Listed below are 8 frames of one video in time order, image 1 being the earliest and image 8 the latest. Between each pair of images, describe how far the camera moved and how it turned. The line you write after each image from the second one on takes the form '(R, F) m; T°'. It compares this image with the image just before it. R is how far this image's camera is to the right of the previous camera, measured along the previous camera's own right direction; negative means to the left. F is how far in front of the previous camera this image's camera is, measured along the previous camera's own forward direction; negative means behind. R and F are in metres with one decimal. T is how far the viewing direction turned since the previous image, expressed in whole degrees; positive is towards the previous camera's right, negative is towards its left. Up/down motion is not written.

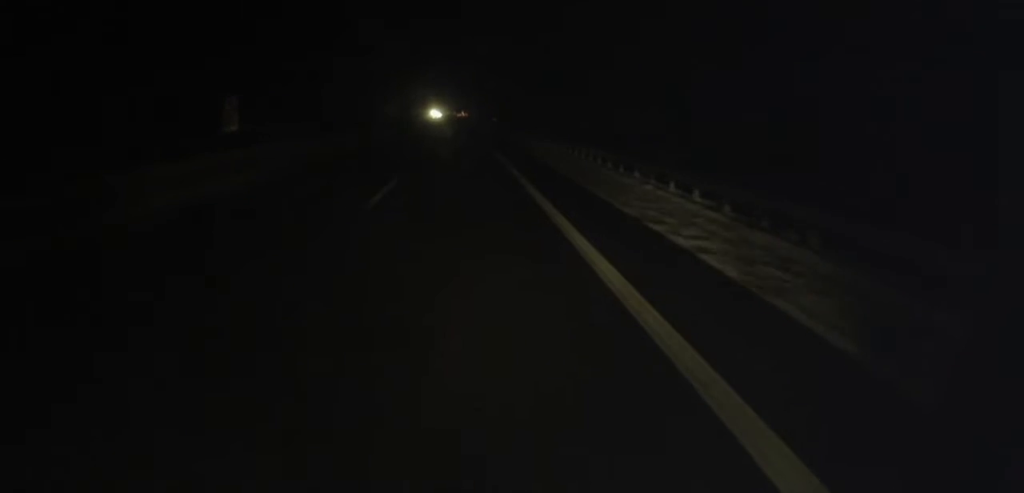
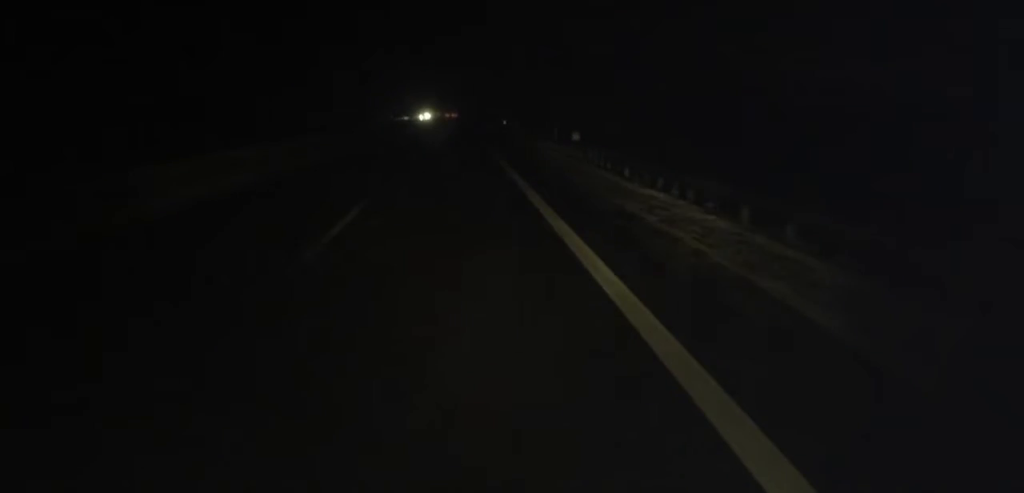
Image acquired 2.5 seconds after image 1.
(+0.4, +48.8) m; 0°
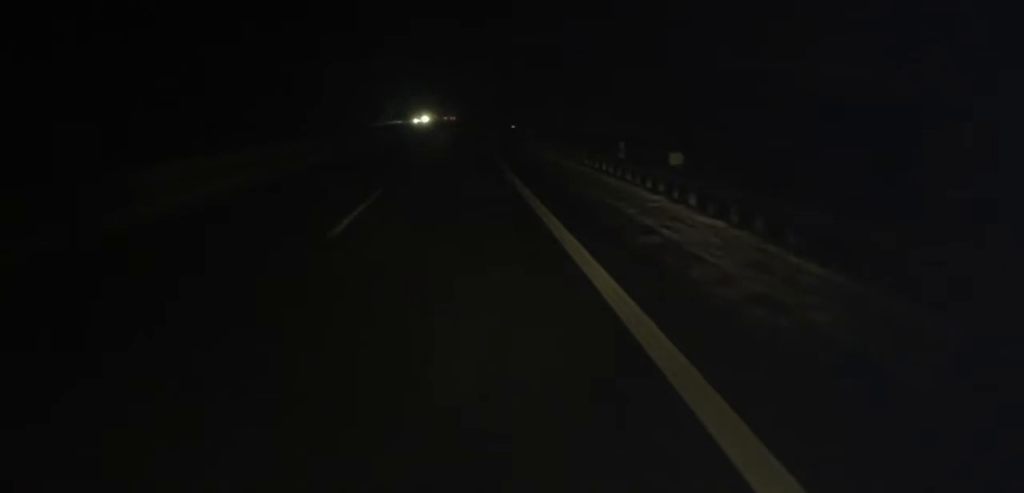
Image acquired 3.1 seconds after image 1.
(0.0, +14.3) m; 0°
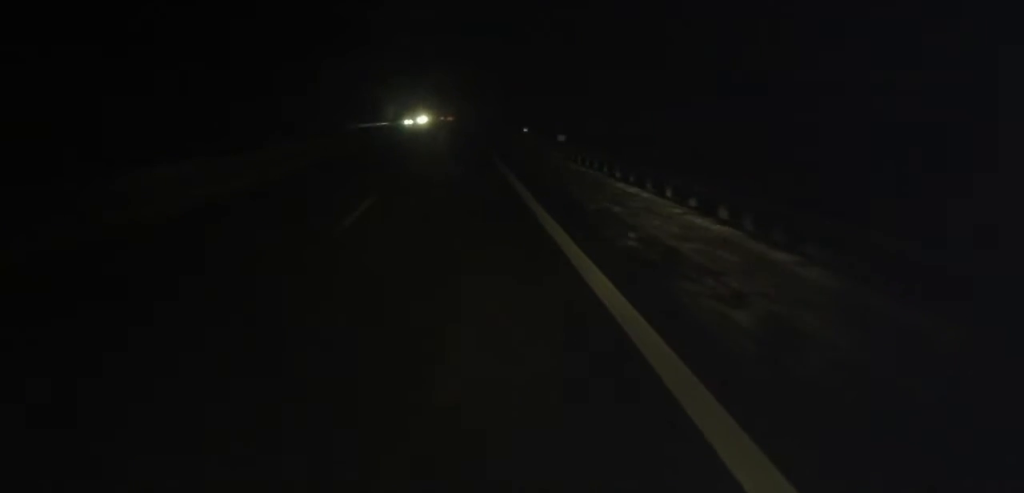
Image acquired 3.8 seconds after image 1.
(+0.1, +15.7) m; +1°
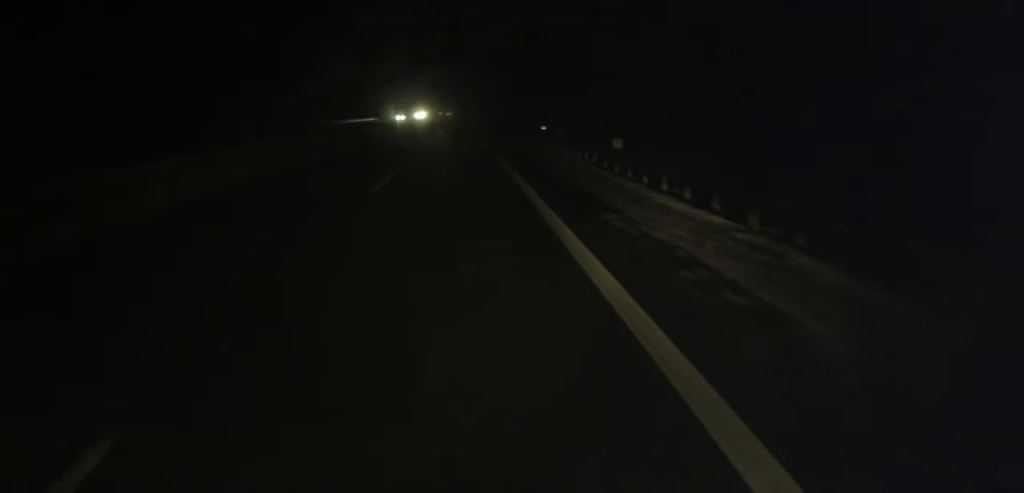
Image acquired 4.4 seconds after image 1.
(0.0, +12.9) m; +1°
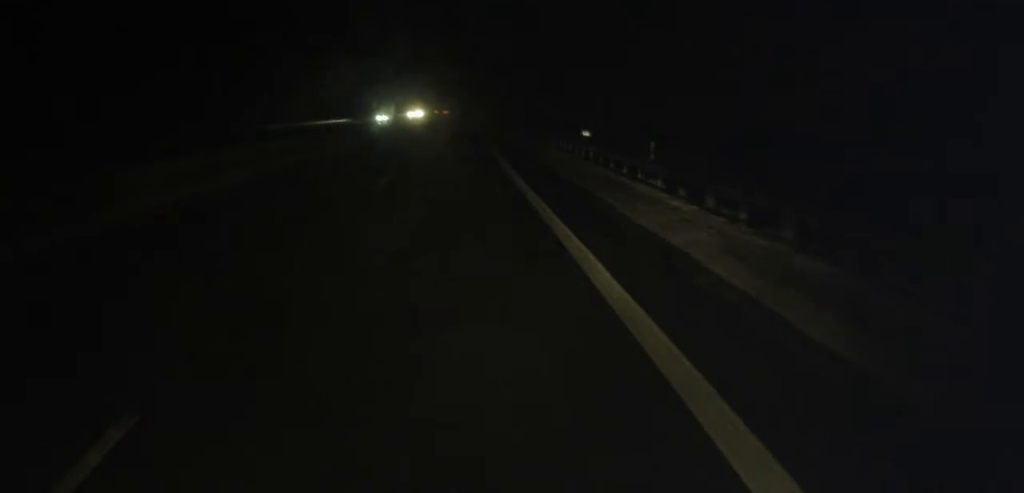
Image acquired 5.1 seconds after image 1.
(+0.4, +17.1) m; 0°
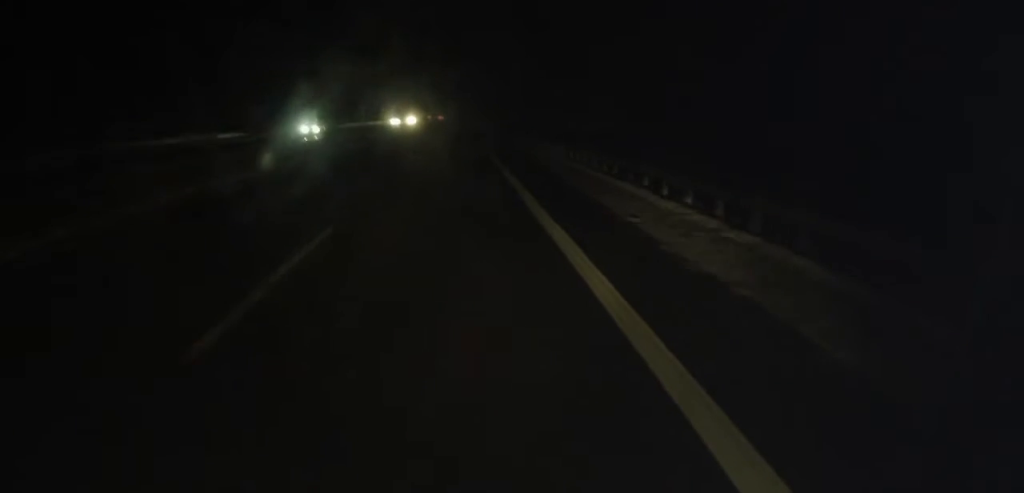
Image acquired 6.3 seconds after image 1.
(-0.5, +28.5) m; 0°
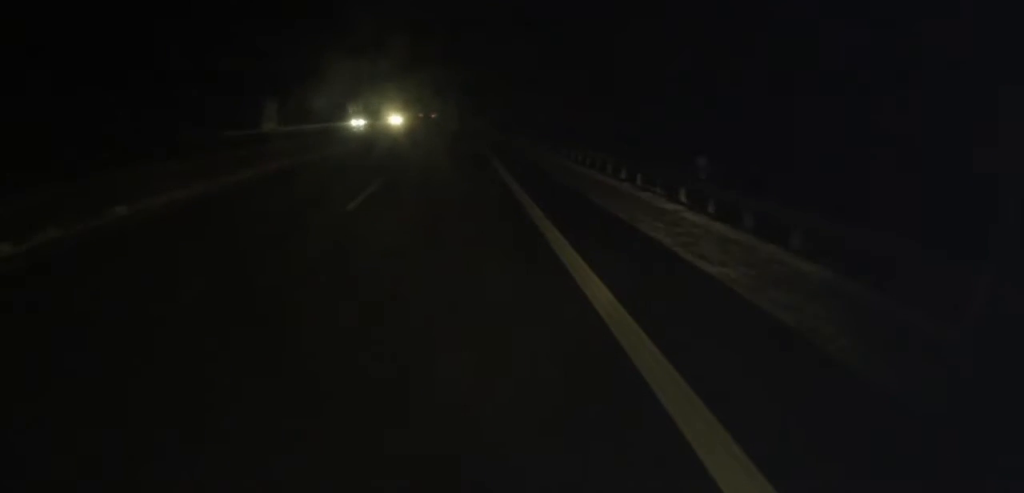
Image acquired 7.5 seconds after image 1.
(+0.3, +28.1) m; 0°
